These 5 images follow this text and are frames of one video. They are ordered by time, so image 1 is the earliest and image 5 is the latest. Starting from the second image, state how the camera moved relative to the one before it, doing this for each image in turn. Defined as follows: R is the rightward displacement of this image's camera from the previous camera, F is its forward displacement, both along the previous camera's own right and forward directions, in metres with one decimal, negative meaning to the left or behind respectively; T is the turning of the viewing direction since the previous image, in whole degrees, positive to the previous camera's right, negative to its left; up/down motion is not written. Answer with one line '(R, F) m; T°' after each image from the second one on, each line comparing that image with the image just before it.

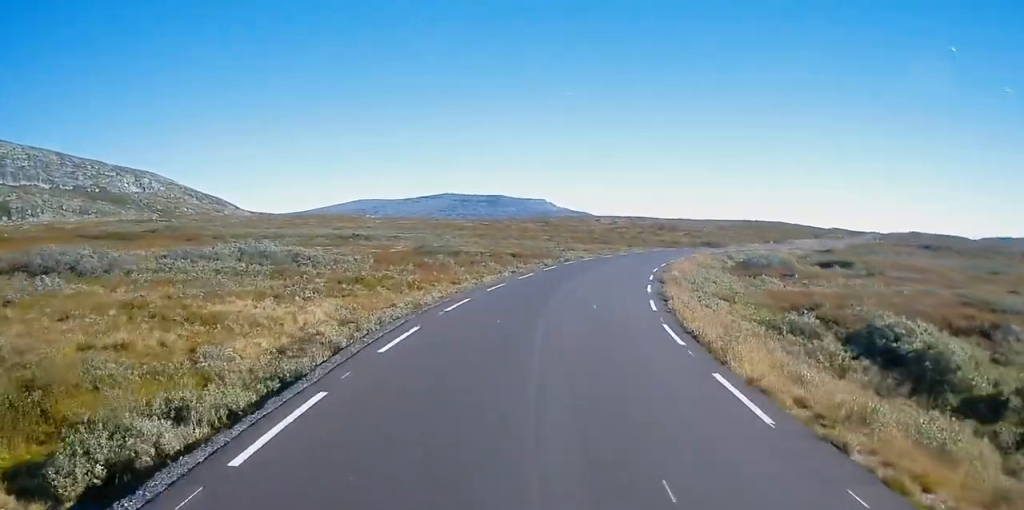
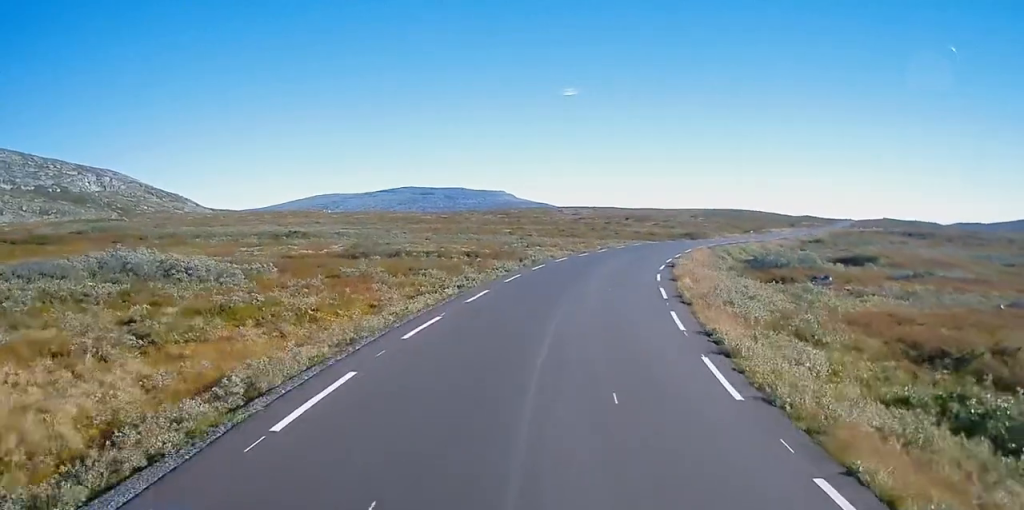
(+0.3, +10.9) m; +2°
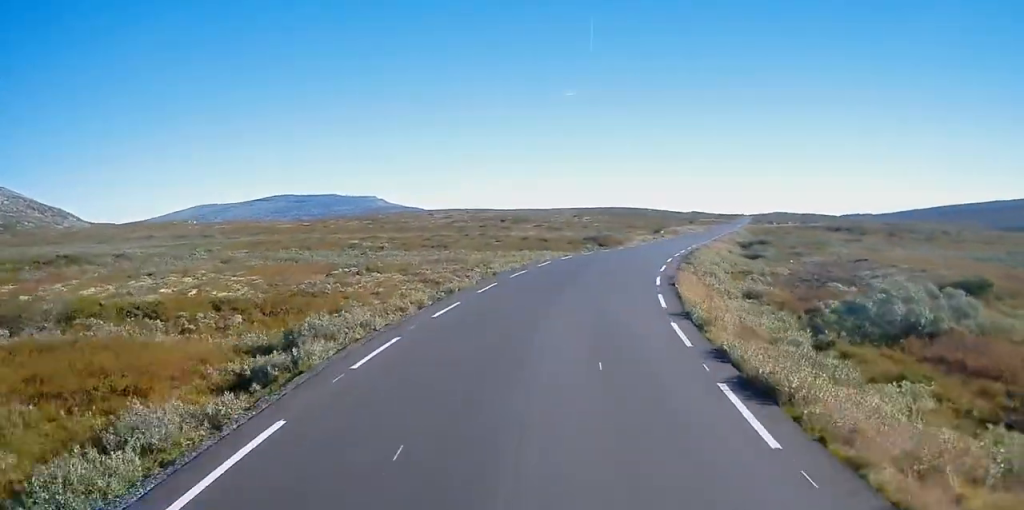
(+1.8, +26.0) m; +9°
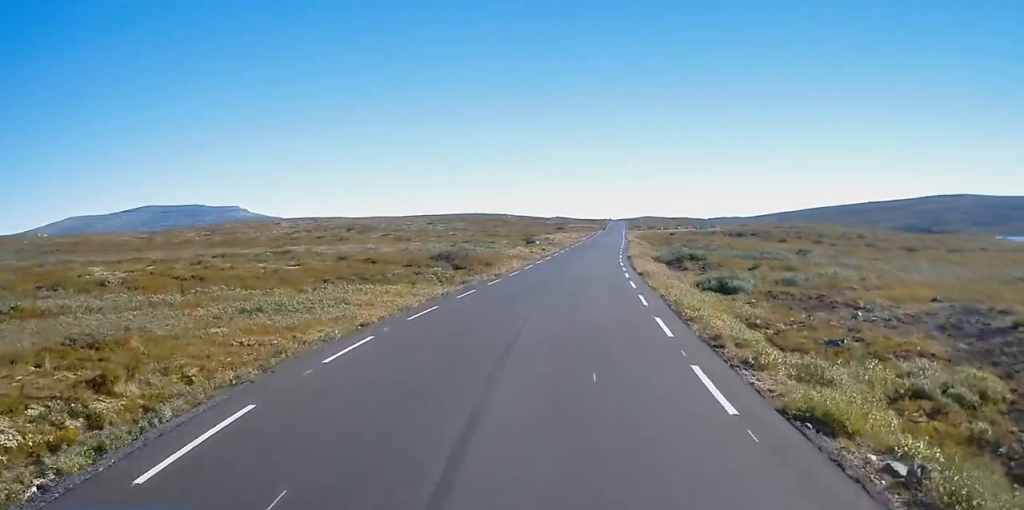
(+1.7, +28.9) m; +7°
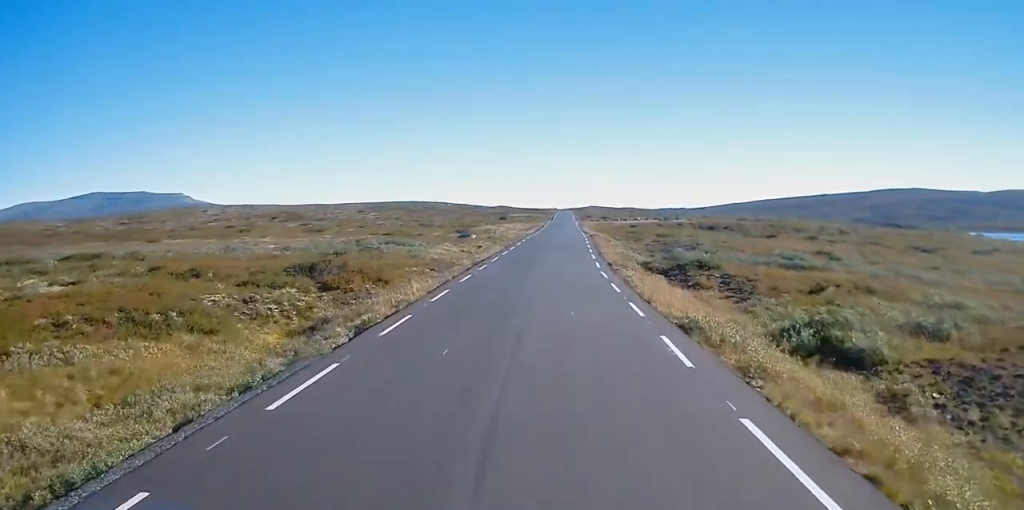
(+1.2, +21.3) m; +5°
